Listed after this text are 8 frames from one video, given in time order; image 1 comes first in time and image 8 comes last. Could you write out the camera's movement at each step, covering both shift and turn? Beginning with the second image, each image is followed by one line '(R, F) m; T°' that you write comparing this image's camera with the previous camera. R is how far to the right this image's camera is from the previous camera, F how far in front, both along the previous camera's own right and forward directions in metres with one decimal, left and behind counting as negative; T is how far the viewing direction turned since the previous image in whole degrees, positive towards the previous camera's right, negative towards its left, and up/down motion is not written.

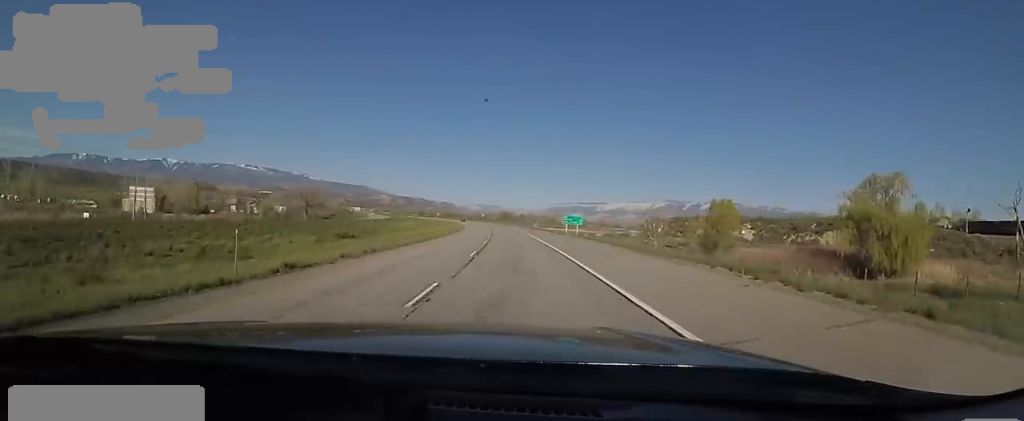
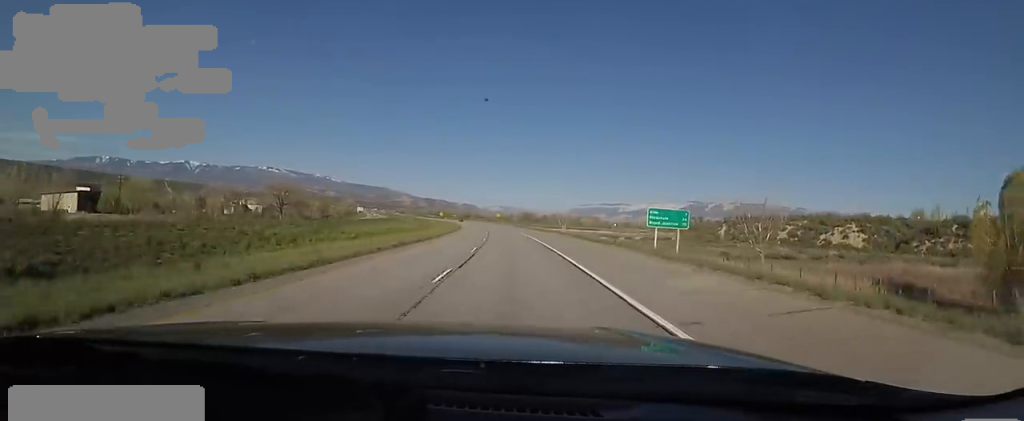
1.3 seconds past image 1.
(-1.8, +45.1) m; -3°
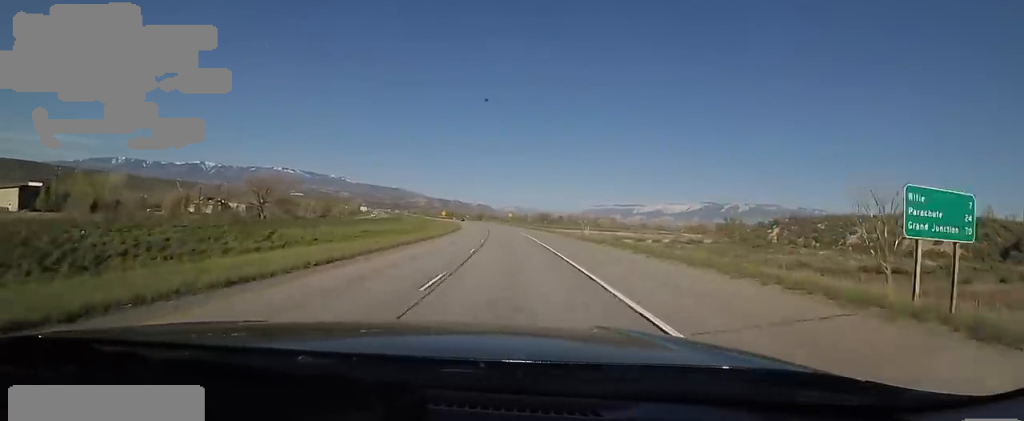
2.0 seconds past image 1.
(+0.1, +25.5) m; -2°
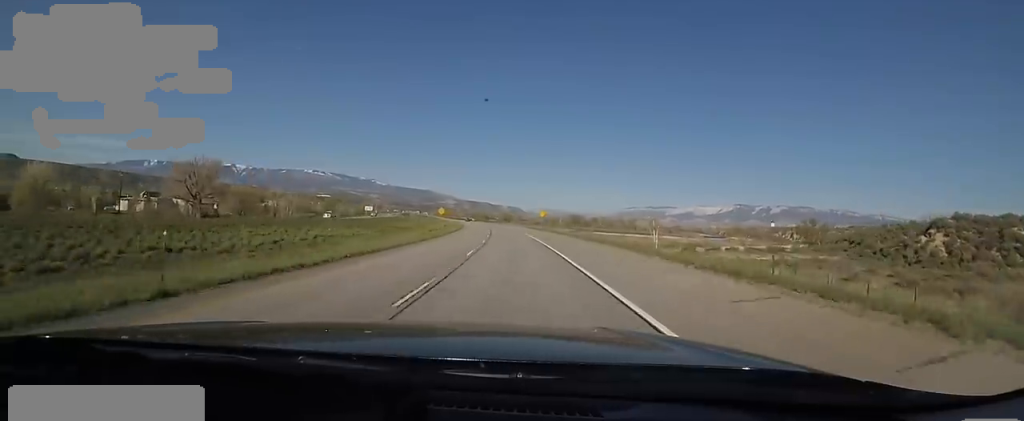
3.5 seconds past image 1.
(-2.0, +51.3) m; -3°
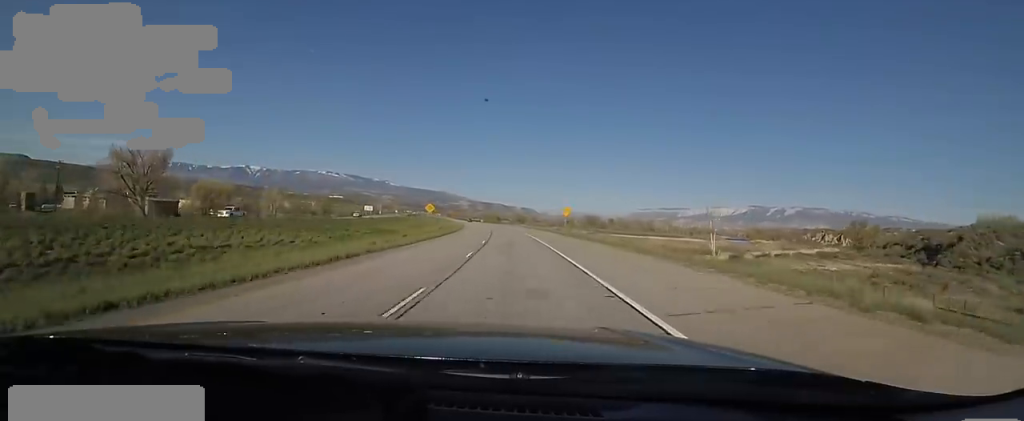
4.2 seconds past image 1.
(+0.1, +25.7) m; -1°
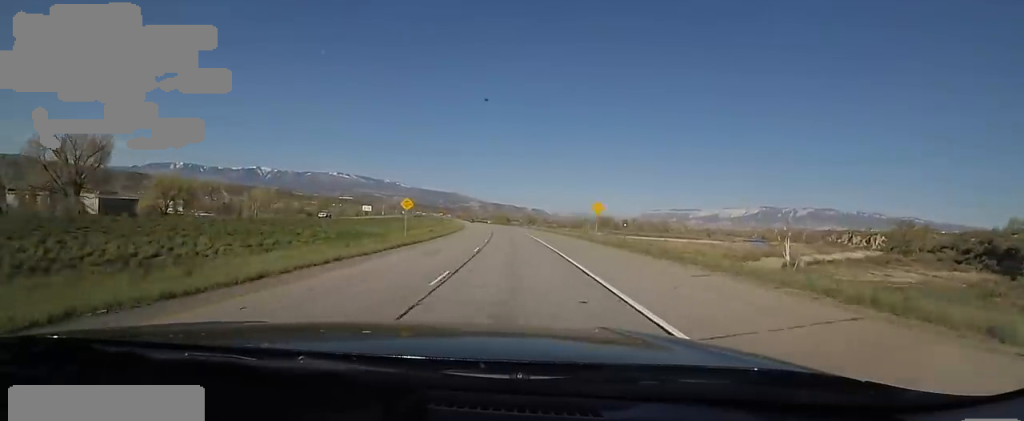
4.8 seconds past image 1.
(-0.3, +21.0) m; -1°
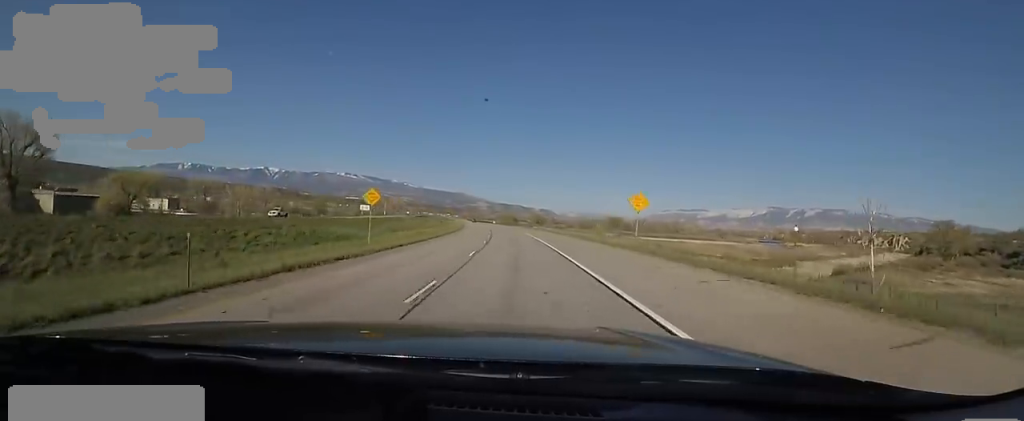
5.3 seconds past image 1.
(+0.1, +15.1) m; -1°
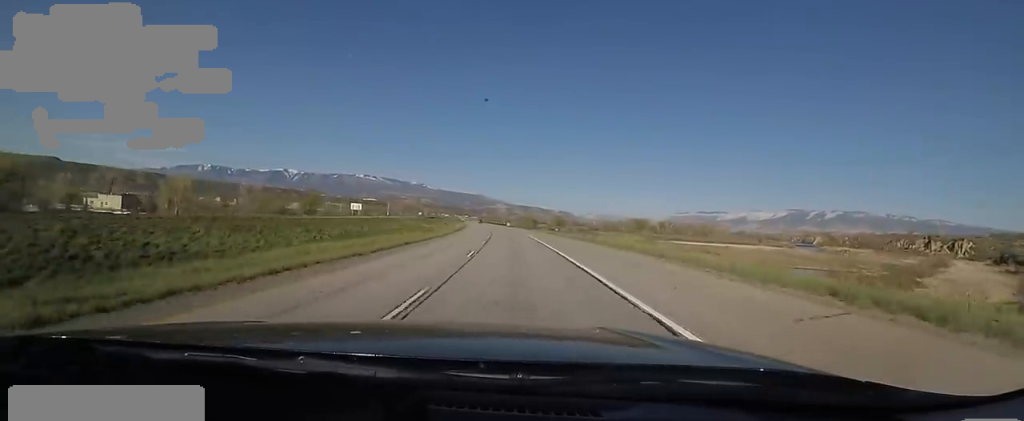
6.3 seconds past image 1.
(-1.1, +37.4) m; -3°
